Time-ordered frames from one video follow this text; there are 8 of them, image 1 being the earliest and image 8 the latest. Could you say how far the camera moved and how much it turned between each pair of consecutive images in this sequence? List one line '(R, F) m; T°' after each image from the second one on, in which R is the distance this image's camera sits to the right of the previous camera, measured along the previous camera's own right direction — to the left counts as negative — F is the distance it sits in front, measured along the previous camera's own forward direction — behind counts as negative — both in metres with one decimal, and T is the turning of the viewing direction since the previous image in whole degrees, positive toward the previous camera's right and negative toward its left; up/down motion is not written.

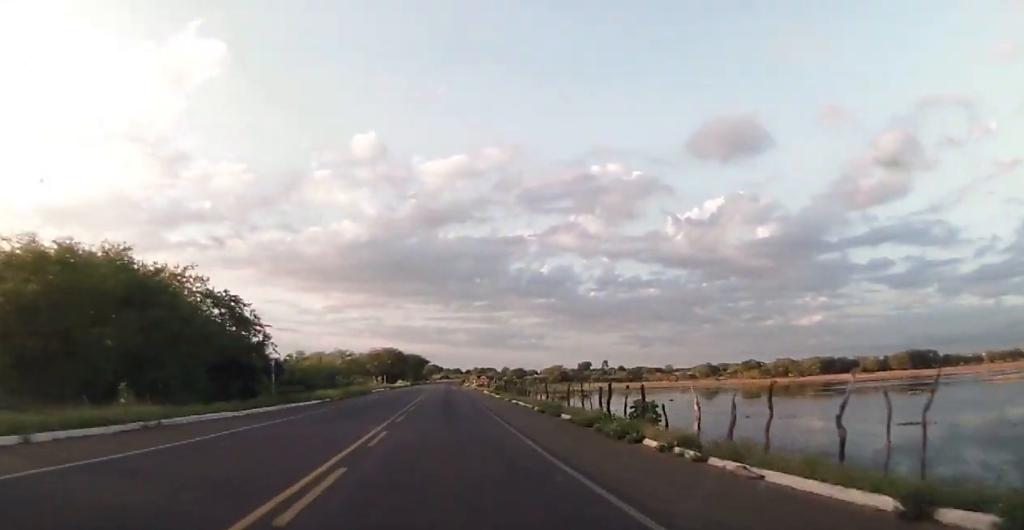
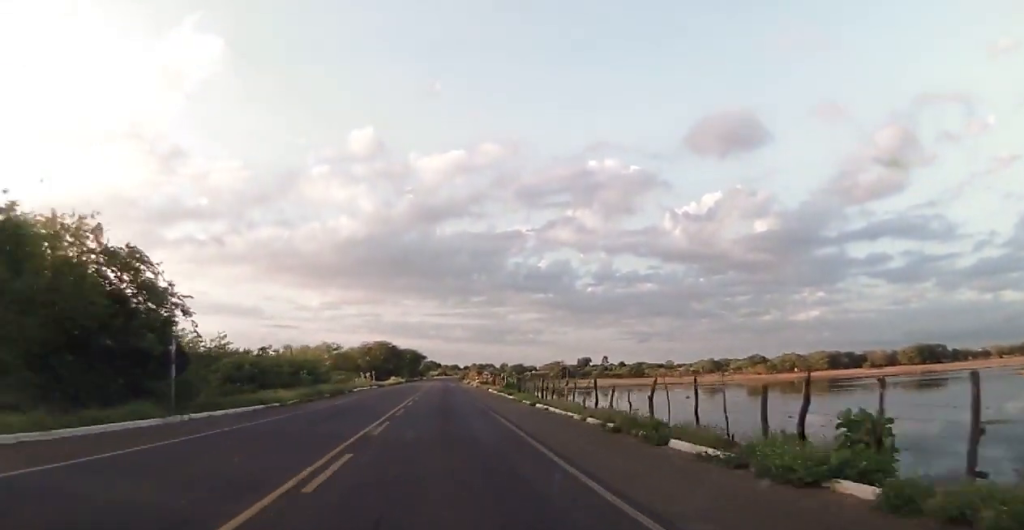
(-0.3, +13.4) m; 0°
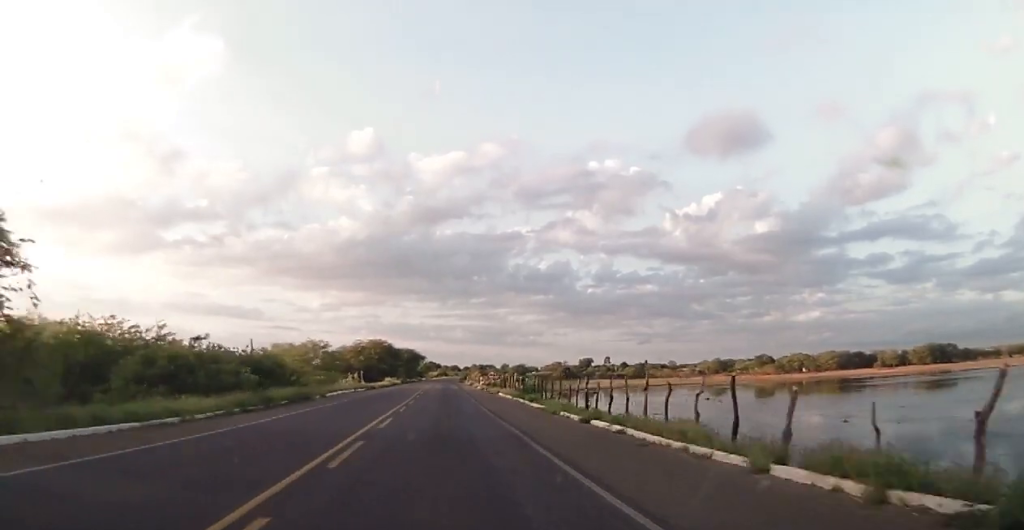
(-0.1, +12.7) m; 0°
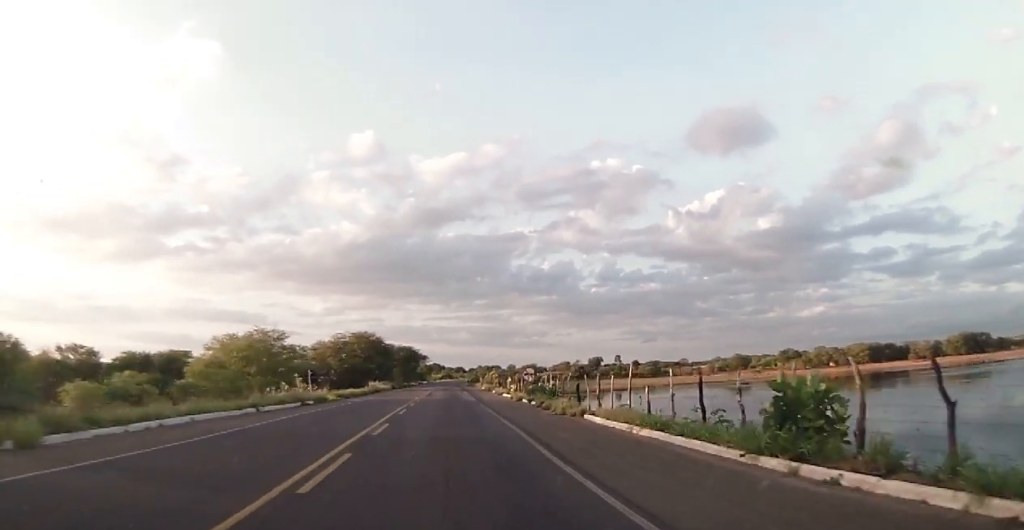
(+0.3, +32.6) m; 0°
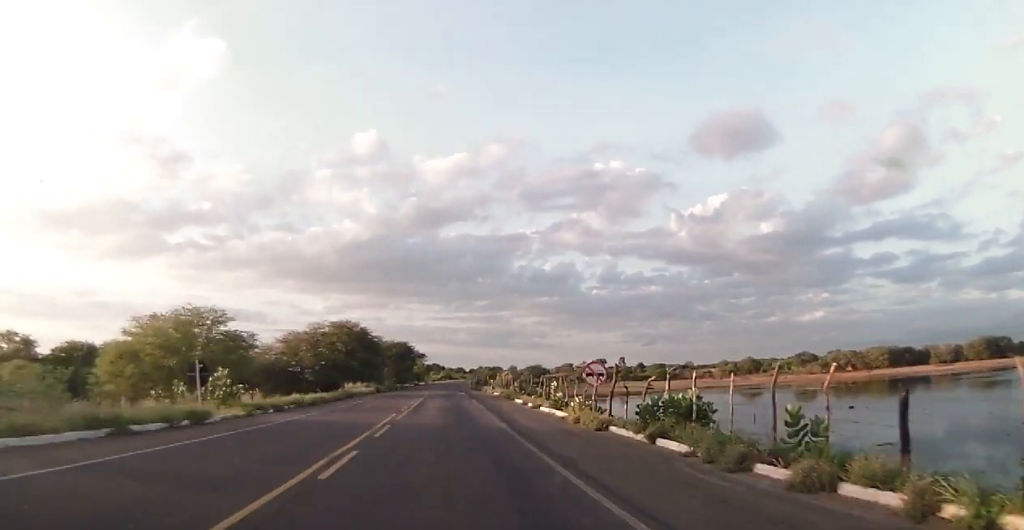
(-0.1, +21.7) m; 0°
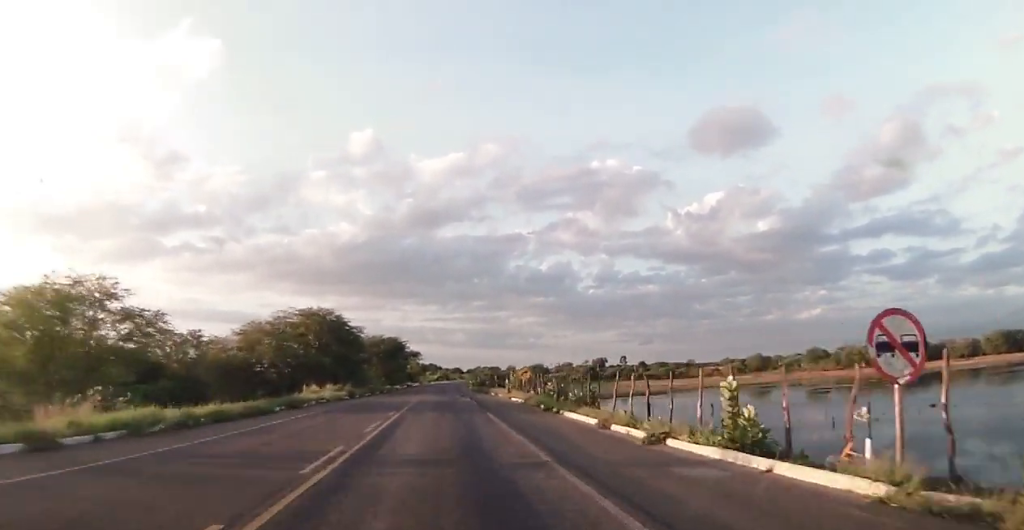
(-0.1, +19.4) m; 0°
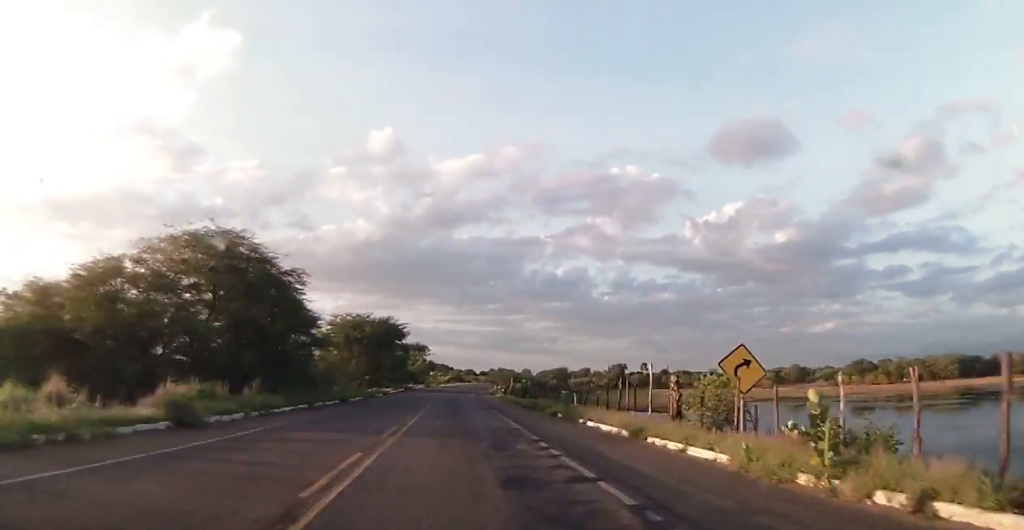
(-0.3, +39.0) m; -1°
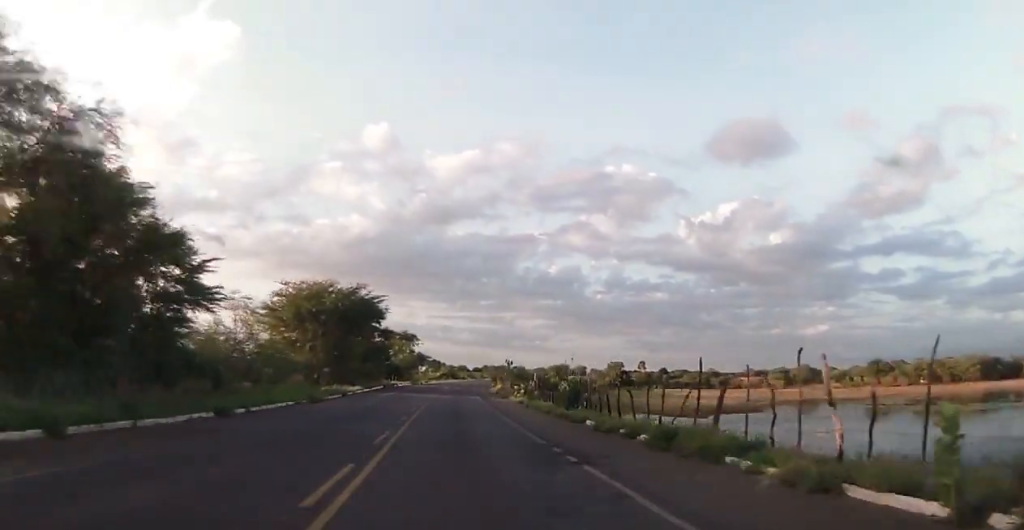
(0.0, +23.7) m; +1°
